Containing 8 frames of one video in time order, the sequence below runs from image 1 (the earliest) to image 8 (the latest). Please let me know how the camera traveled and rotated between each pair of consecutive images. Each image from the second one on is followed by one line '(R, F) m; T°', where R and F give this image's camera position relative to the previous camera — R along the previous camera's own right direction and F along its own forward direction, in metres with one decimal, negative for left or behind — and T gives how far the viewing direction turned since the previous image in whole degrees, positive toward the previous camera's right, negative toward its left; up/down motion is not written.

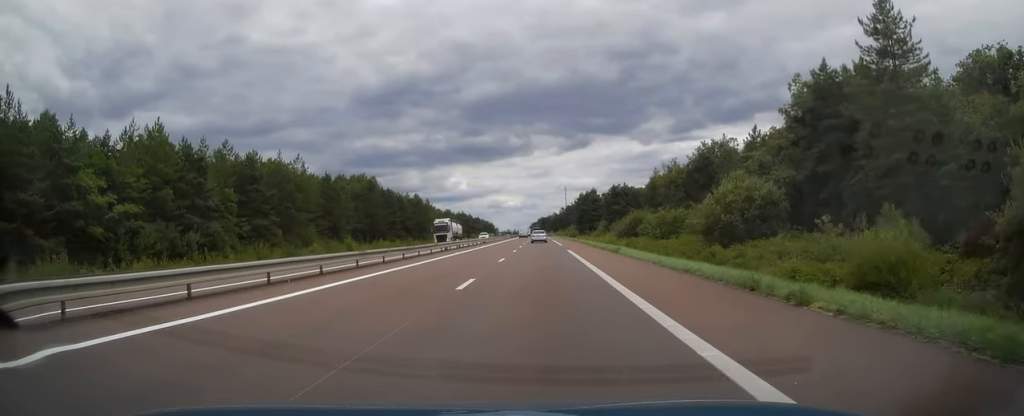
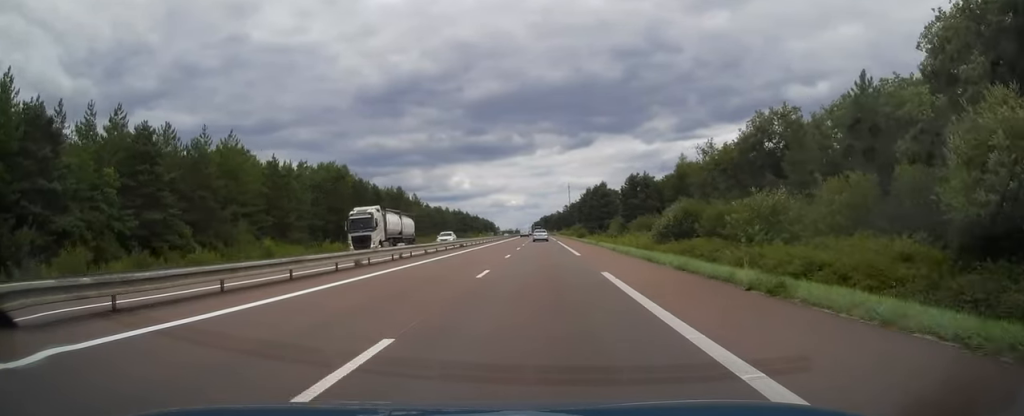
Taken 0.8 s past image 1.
(-0.1, +22.9) m; -1°
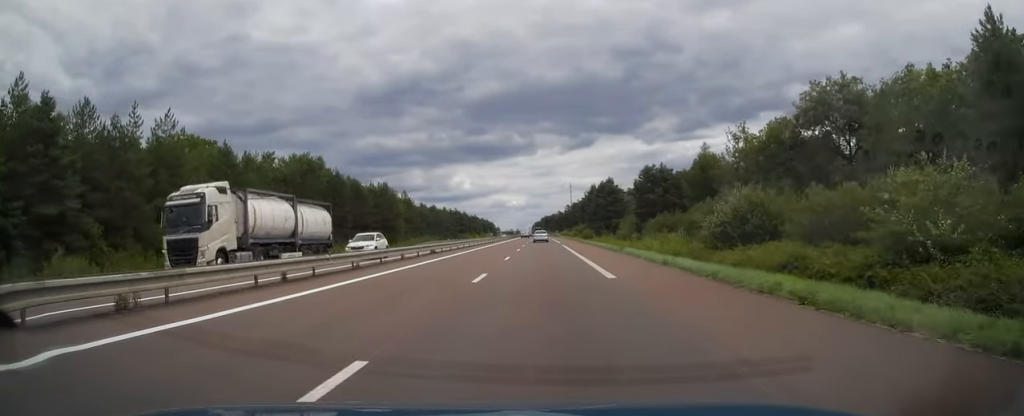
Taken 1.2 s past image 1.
(-0.1, +14.3) m; 0°
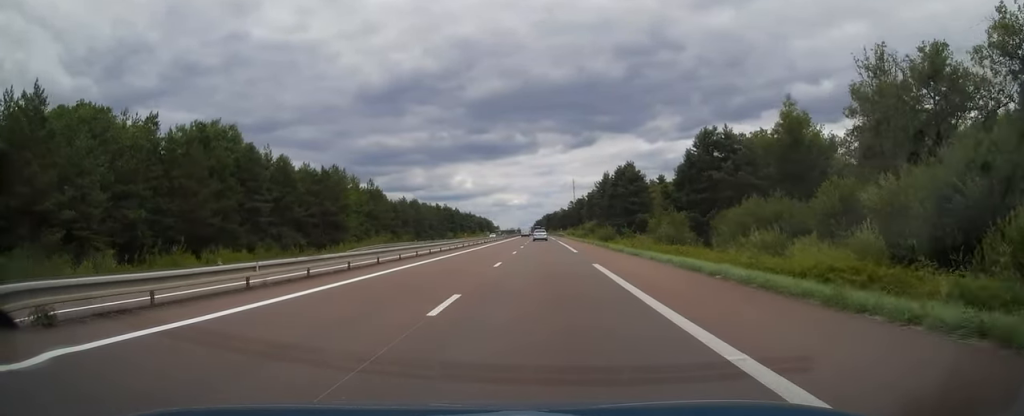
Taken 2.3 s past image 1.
(-0.2, +32.5) m; 0°
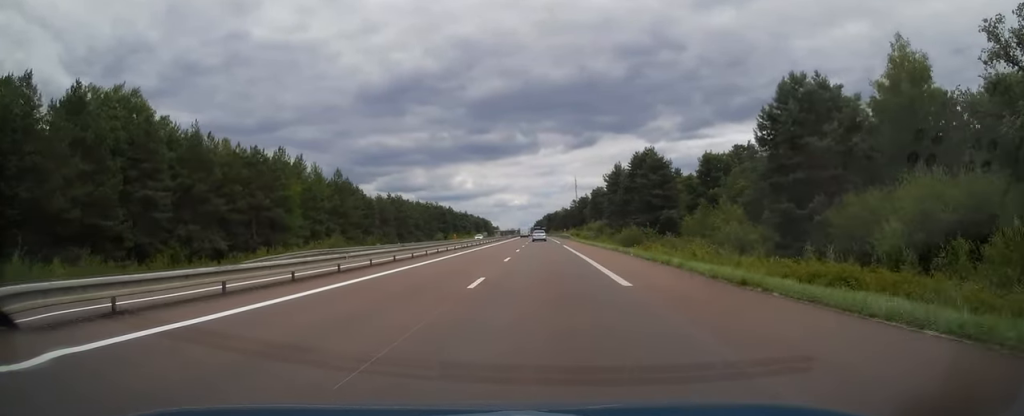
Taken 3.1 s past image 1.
(0.0, +21.2) m; 0°
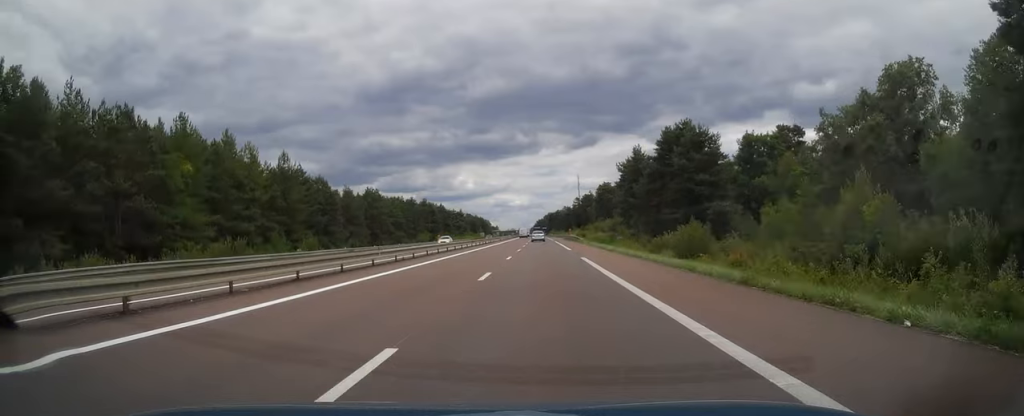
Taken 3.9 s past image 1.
(0.0, +23.6) m; 0°
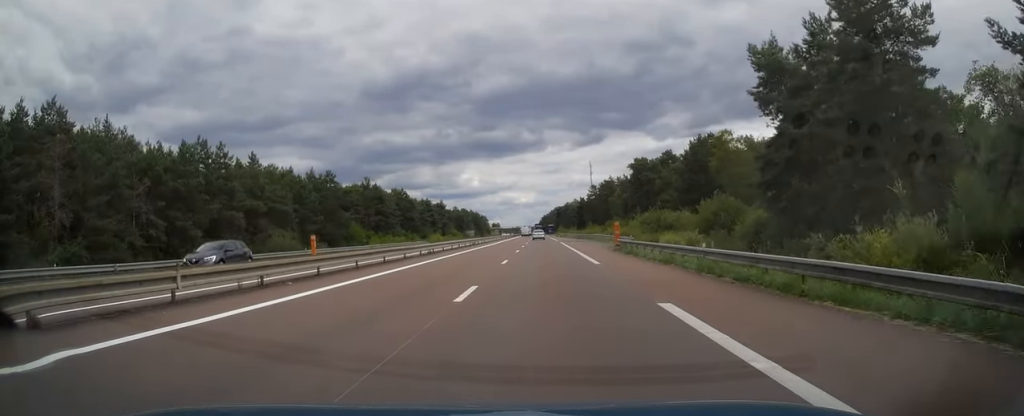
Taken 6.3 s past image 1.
(-0.1, +70.4) m; 0°
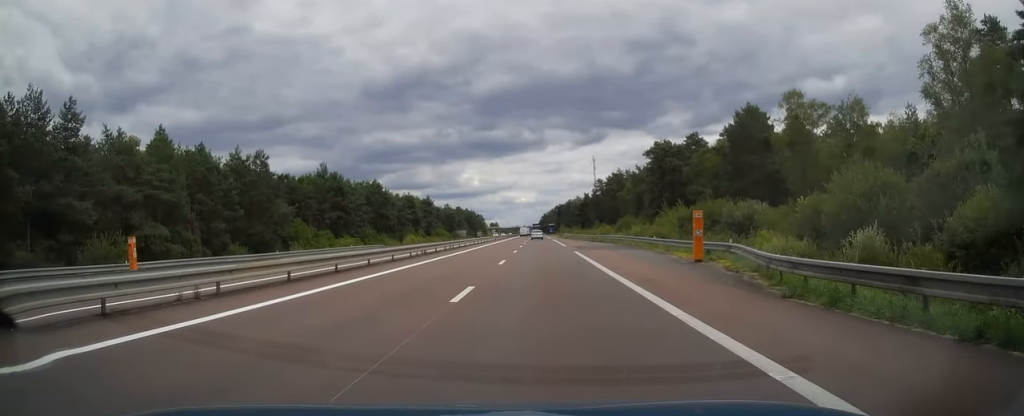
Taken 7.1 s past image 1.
(0.0, +26.1) m; 0°
